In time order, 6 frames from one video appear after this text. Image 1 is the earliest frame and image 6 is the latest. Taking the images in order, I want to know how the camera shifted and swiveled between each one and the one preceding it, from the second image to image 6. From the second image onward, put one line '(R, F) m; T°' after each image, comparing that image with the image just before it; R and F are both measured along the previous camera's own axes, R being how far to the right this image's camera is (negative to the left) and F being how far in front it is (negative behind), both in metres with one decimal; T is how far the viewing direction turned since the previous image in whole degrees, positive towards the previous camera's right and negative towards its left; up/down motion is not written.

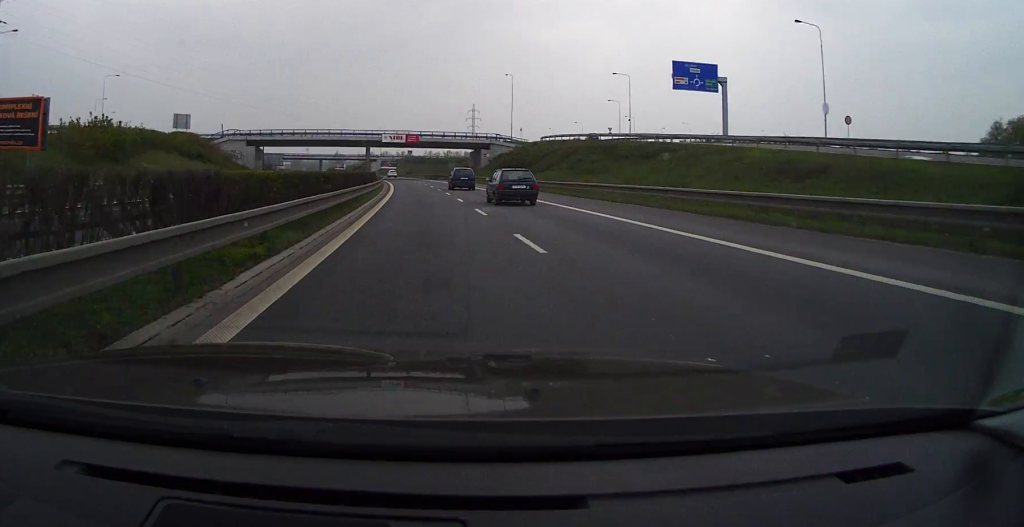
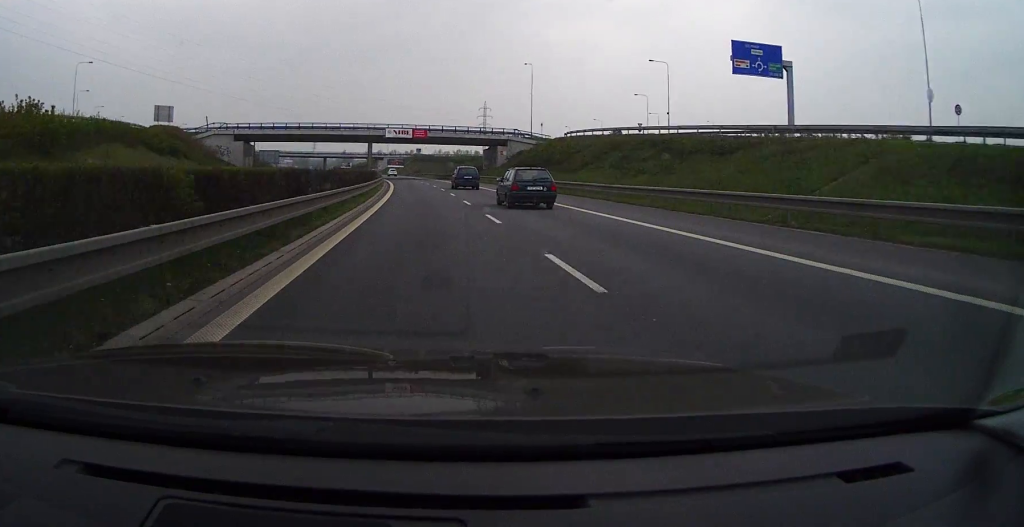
(0.0, +12.6) m; -1°
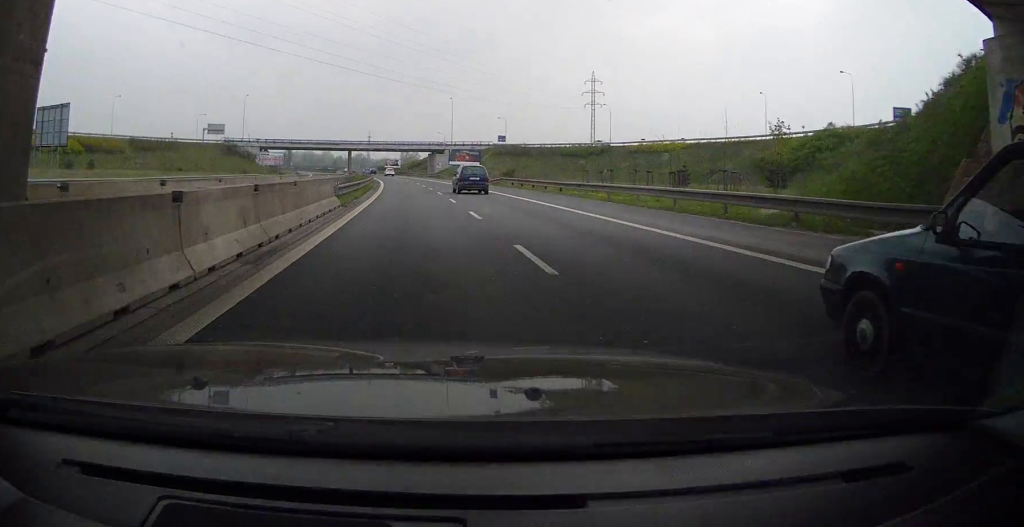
(-6.9, +100.7) m; -7°
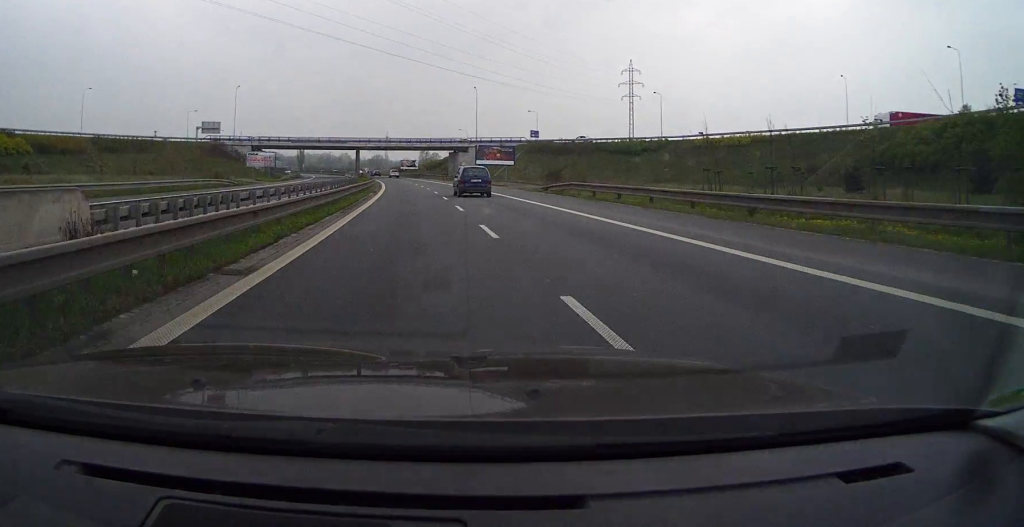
(-0.4, +23.4) m; -2°
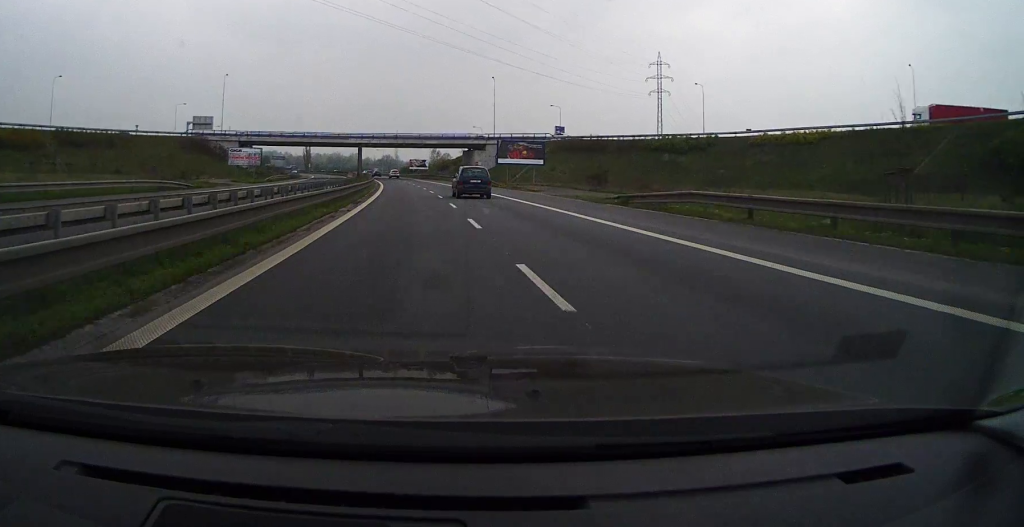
(-0.3, +16.5) m; -1°
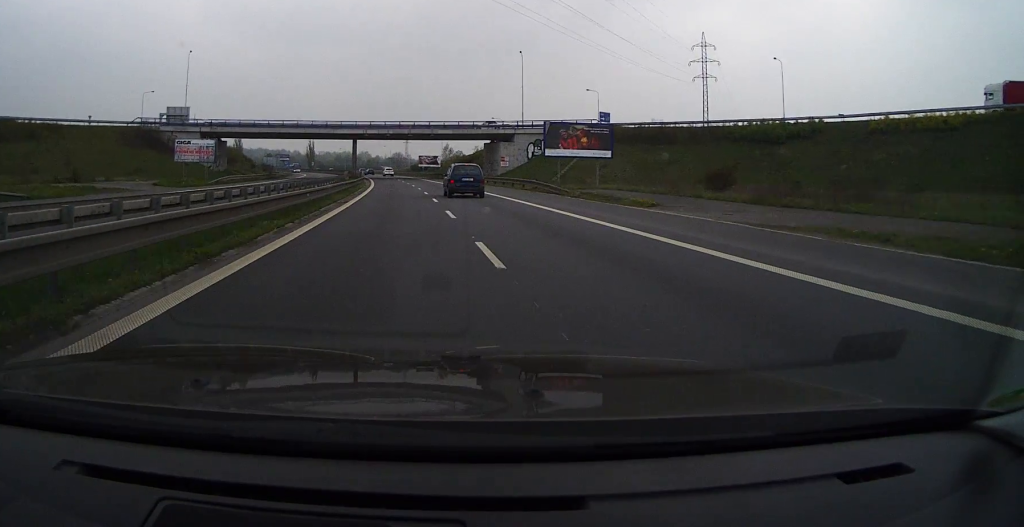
(0.0, +25.9) m; -2°
